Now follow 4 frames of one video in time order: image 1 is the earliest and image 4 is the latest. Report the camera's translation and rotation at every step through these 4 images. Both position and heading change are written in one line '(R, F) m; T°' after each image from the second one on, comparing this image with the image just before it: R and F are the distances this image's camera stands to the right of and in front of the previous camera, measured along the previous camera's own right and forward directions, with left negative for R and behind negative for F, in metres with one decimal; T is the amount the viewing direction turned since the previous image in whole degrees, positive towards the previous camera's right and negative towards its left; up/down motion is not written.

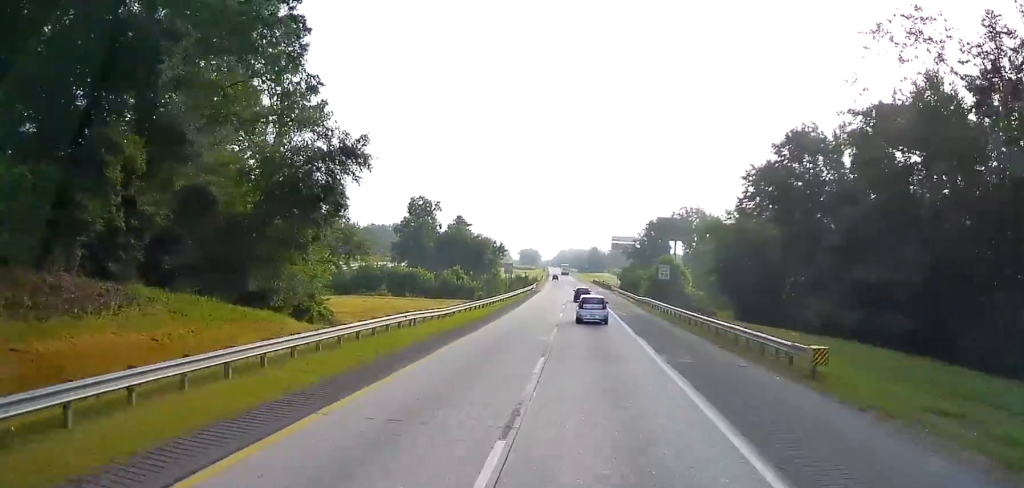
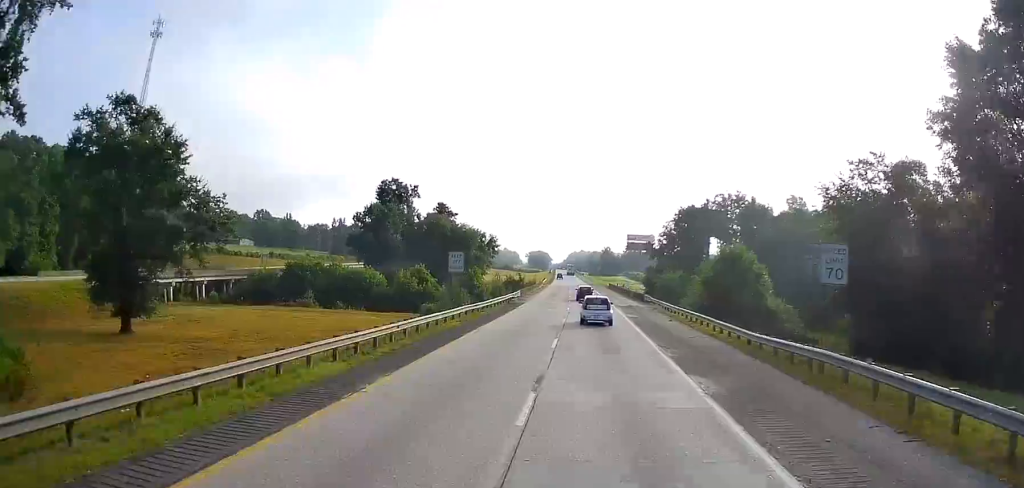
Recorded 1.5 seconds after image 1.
(-0.3, +43.4) m; 0°
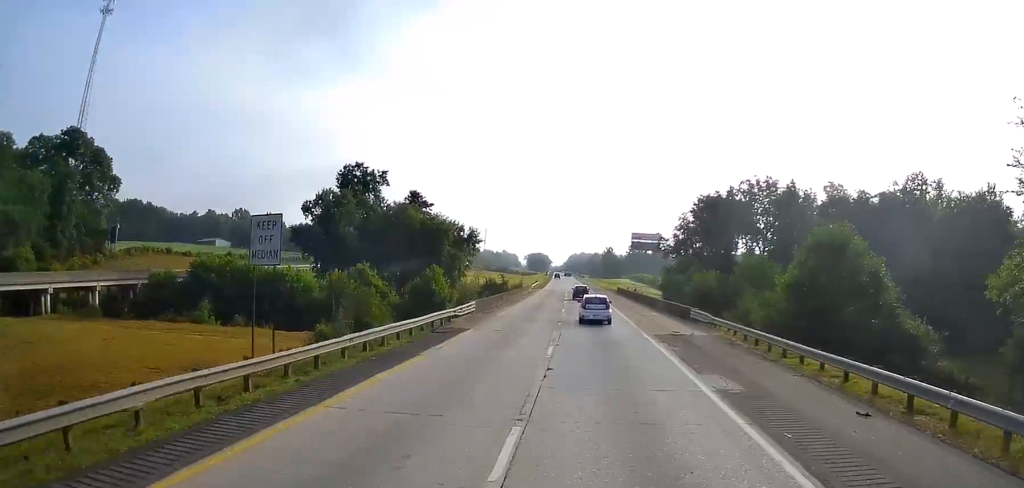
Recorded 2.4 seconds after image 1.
(+0.1, +29.2) m; 0°
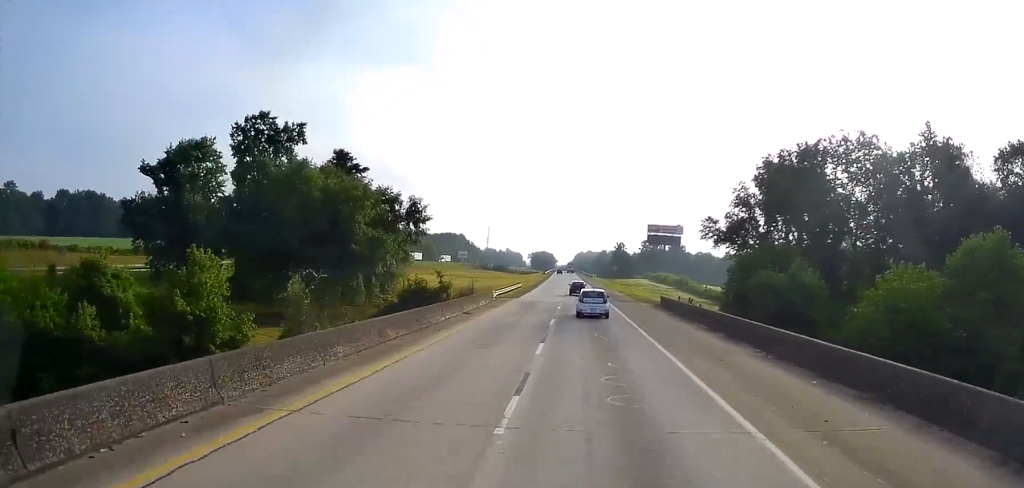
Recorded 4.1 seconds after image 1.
(-0.8, +49.8) m; -1°
